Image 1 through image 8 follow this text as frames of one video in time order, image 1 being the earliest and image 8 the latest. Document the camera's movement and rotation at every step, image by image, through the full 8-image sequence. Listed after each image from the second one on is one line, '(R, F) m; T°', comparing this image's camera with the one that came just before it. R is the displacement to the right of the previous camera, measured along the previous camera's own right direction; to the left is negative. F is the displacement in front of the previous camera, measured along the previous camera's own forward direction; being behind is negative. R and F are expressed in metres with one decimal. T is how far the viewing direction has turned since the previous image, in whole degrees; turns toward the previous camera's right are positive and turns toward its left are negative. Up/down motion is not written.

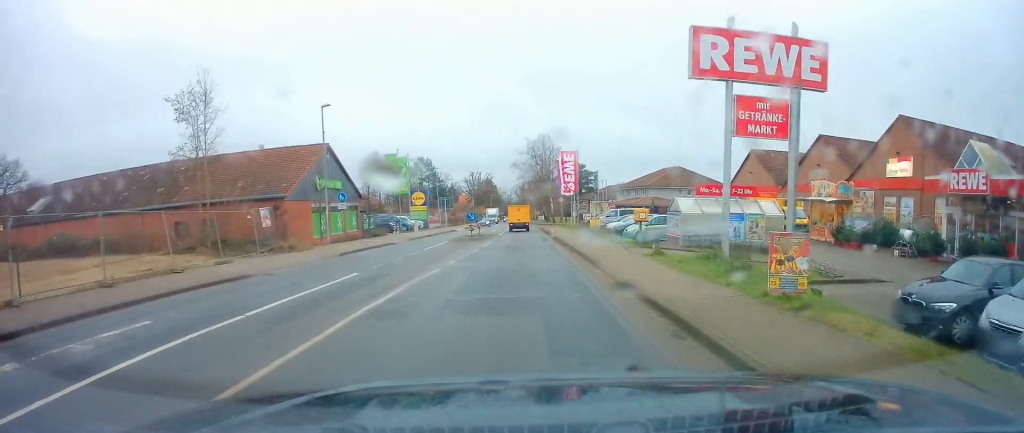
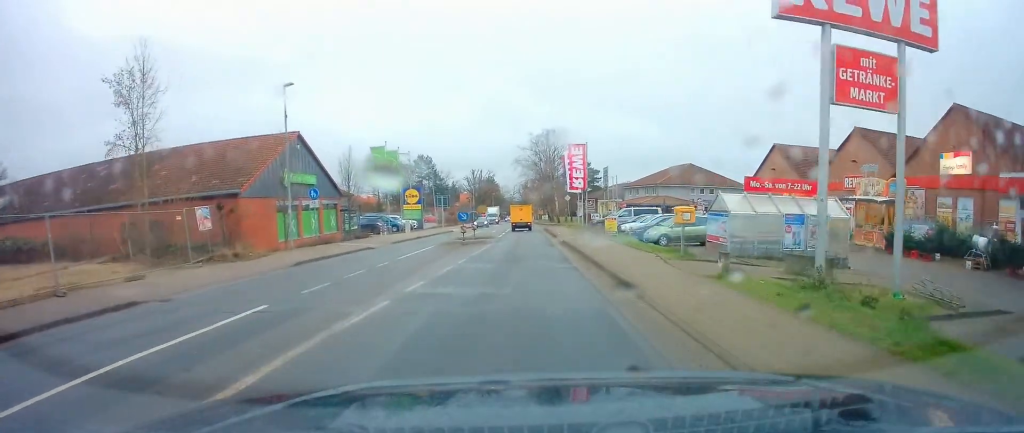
(0.0, +5.6) m; 0°
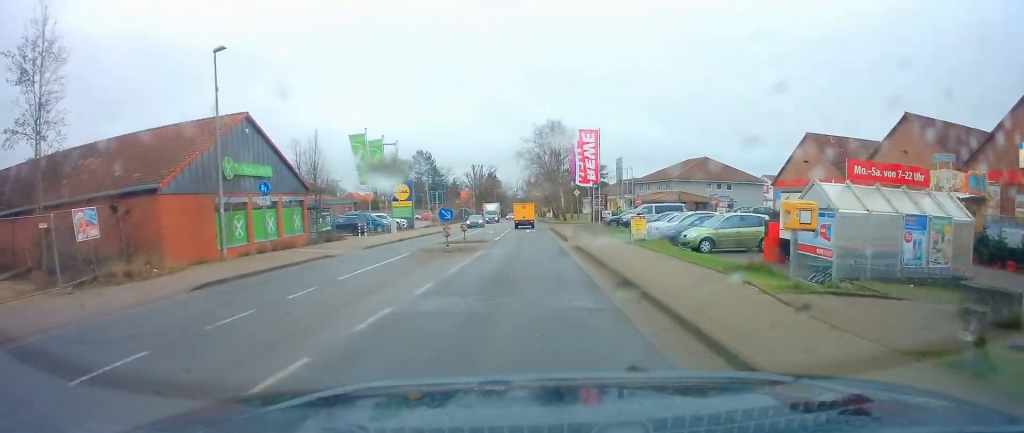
(0.0, +6.7) m; 0°
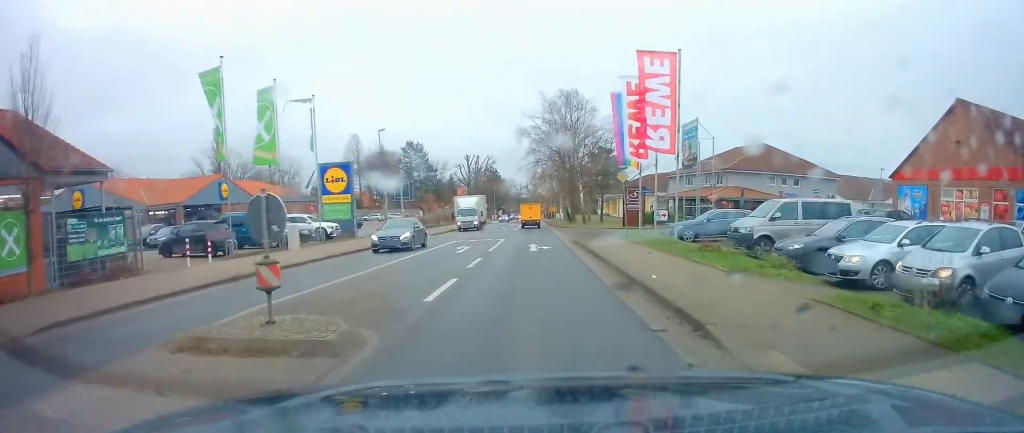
(0.0, +21.1) m; +1°
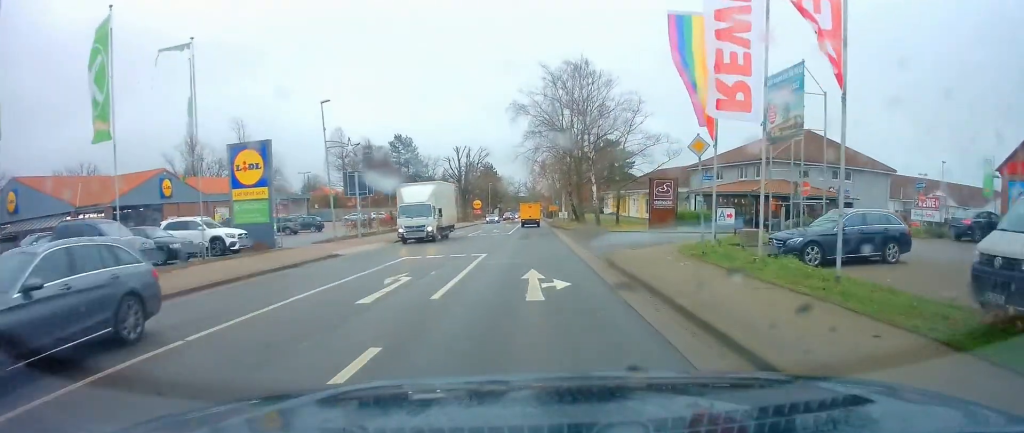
(+0.1, +11.8) m; +1°
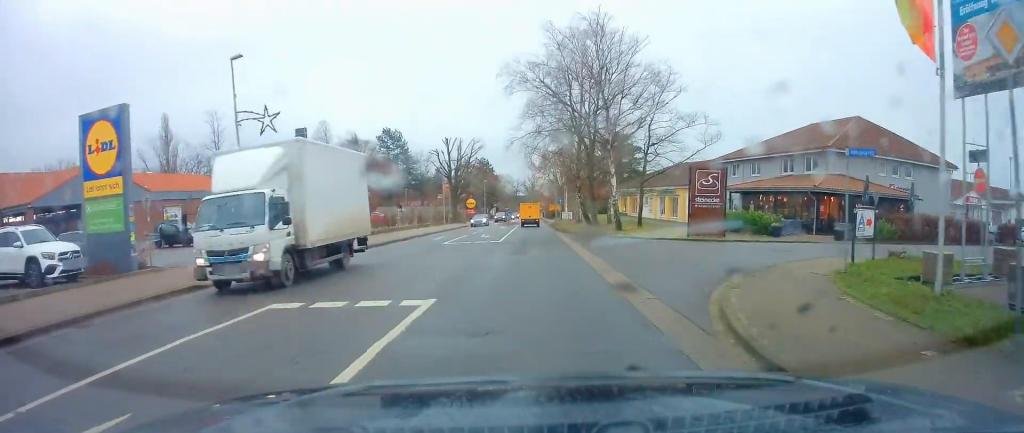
(+0.2, +10.1) m; 0°
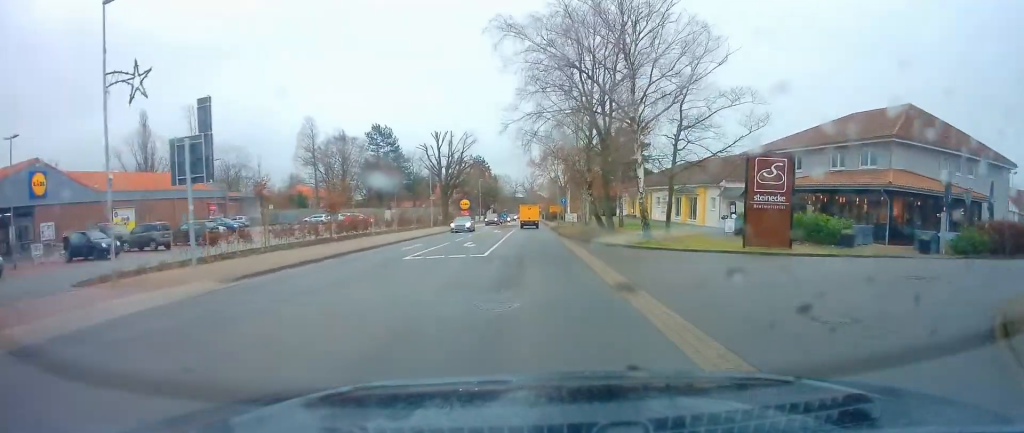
(-0.2, +8.1) m; -1°
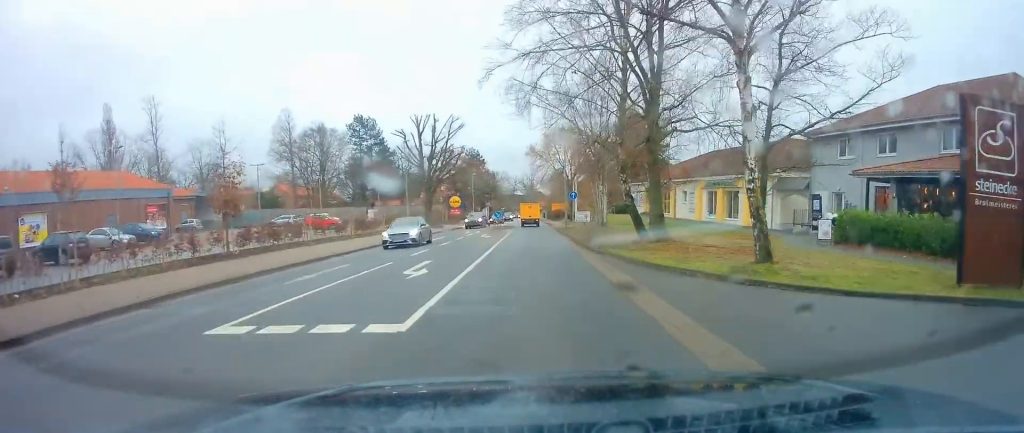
(-0.1, +12.2) m; -1°
